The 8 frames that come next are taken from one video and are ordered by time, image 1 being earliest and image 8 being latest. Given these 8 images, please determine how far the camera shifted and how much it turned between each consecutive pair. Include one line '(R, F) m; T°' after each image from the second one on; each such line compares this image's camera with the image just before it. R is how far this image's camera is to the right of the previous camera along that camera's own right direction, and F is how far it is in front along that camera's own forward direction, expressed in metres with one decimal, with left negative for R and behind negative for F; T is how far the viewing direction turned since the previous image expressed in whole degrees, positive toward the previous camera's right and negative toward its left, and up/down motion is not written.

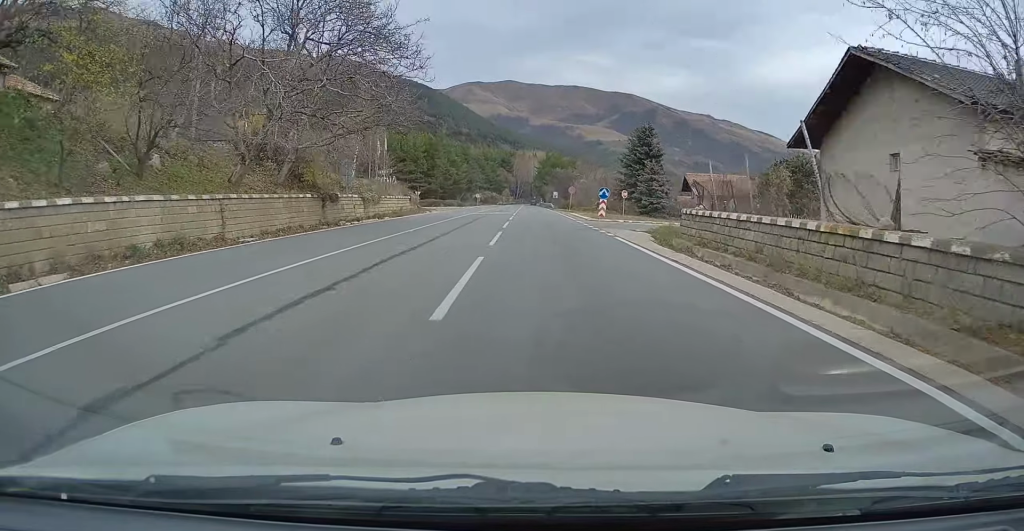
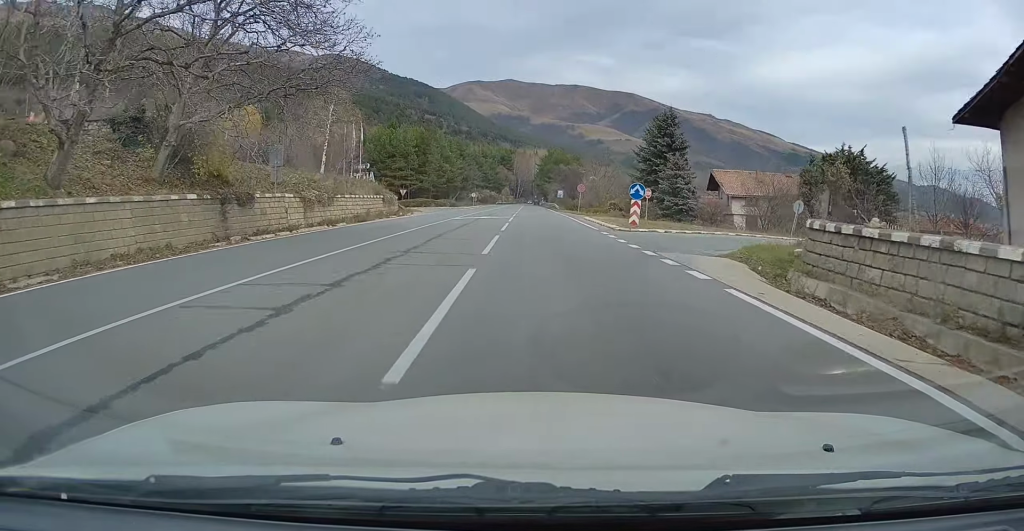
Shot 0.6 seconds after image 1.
(+0.3, +11.4) m; +1°
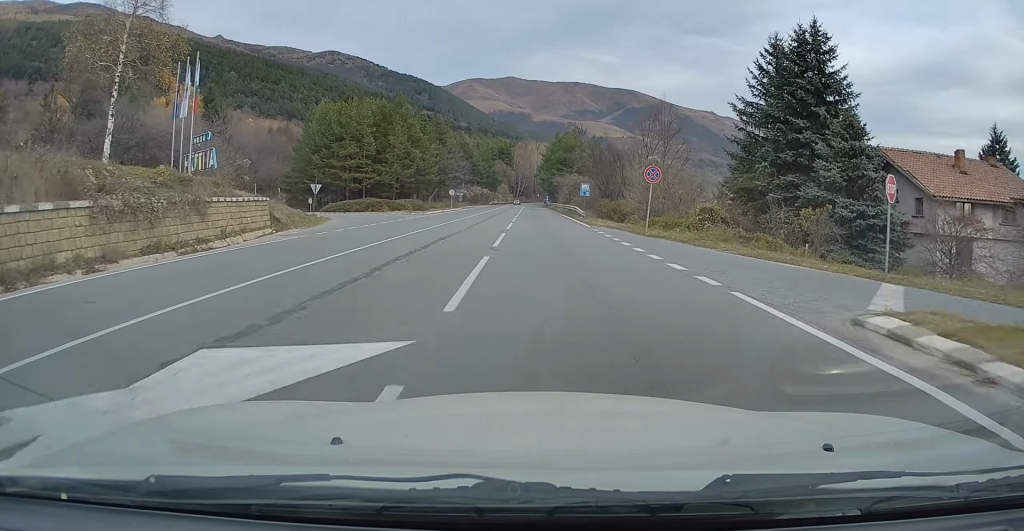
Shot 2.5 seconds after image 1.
(-0.2, +33.8) m; 0°
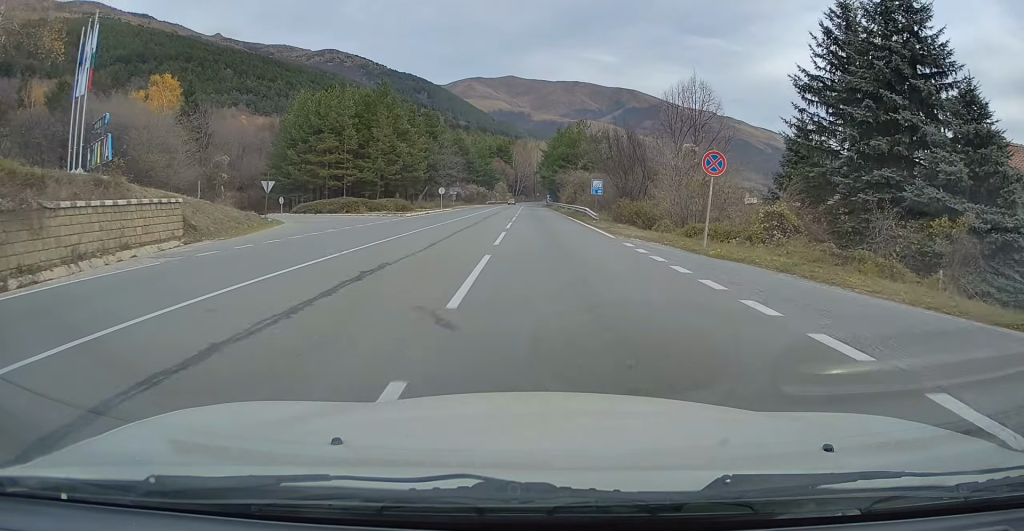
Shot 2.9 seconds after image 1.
(0.0, +8.8) m; 0°
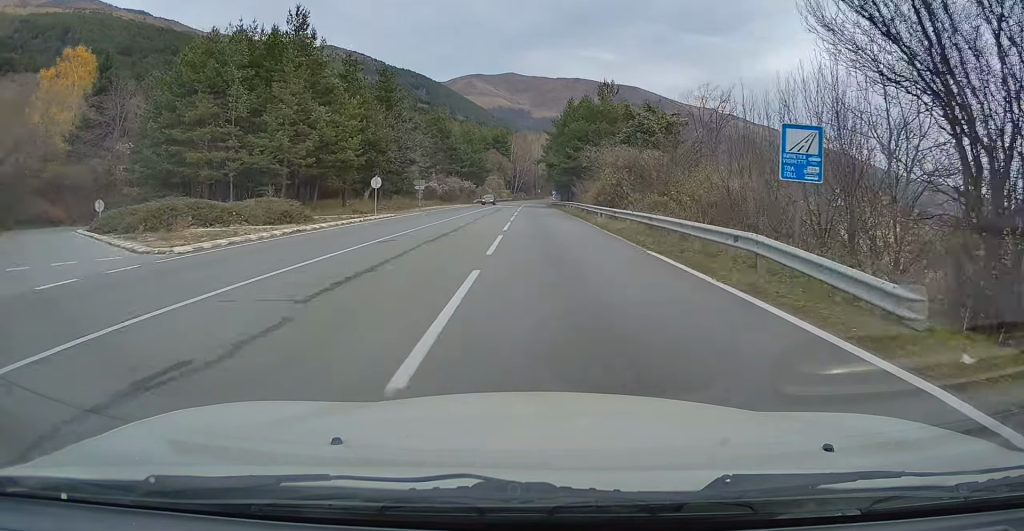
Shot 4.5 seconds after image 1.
(+0.2, +30.2) m; 0°
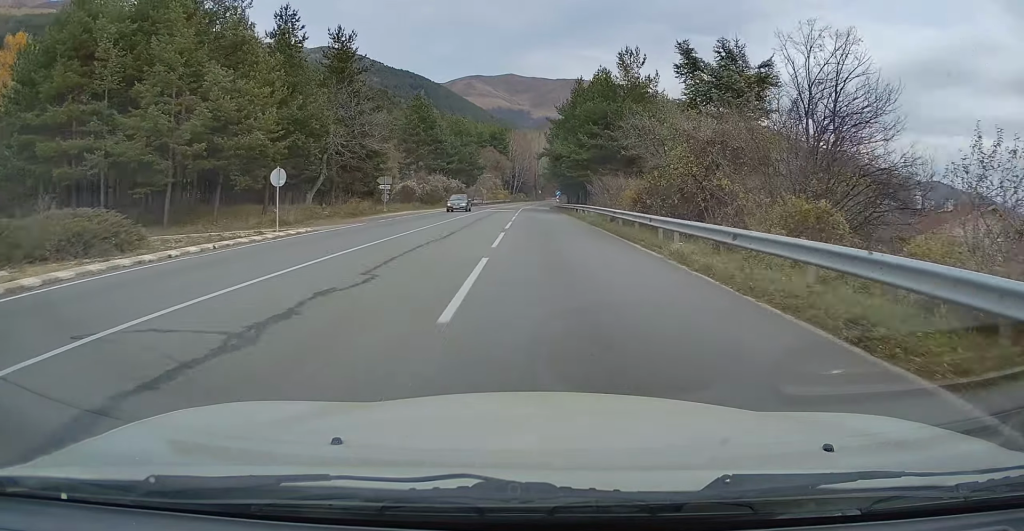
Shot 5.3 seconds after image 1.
(-0.1, +15.9) m; 0°
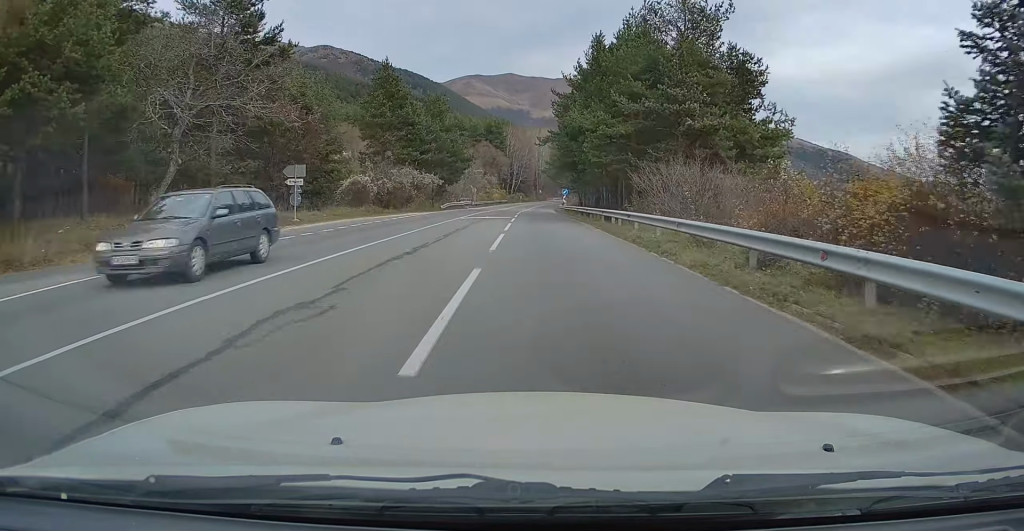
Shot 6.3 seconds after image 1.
(-0.1, +19.7) m; 0°
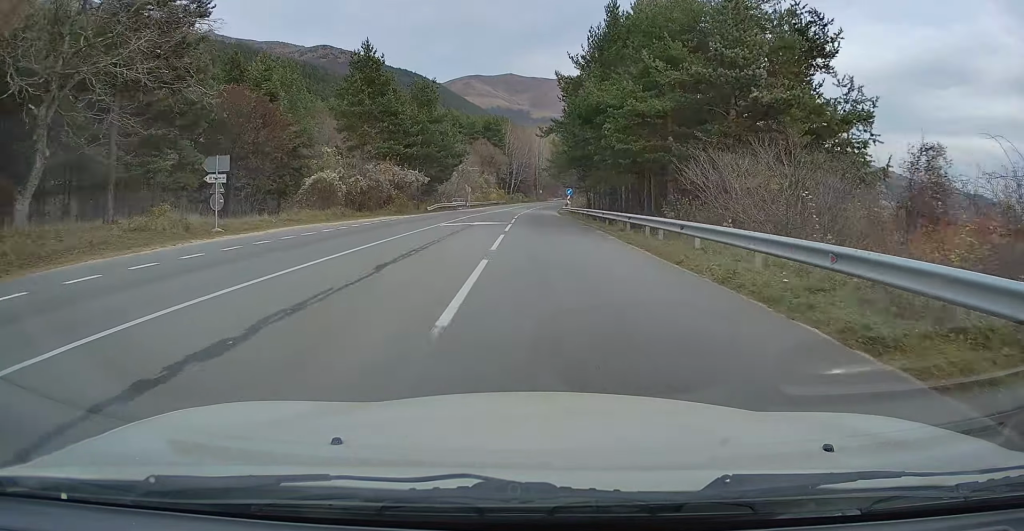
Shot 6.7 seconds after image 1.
(+0.1, +8.2) m; 0°
